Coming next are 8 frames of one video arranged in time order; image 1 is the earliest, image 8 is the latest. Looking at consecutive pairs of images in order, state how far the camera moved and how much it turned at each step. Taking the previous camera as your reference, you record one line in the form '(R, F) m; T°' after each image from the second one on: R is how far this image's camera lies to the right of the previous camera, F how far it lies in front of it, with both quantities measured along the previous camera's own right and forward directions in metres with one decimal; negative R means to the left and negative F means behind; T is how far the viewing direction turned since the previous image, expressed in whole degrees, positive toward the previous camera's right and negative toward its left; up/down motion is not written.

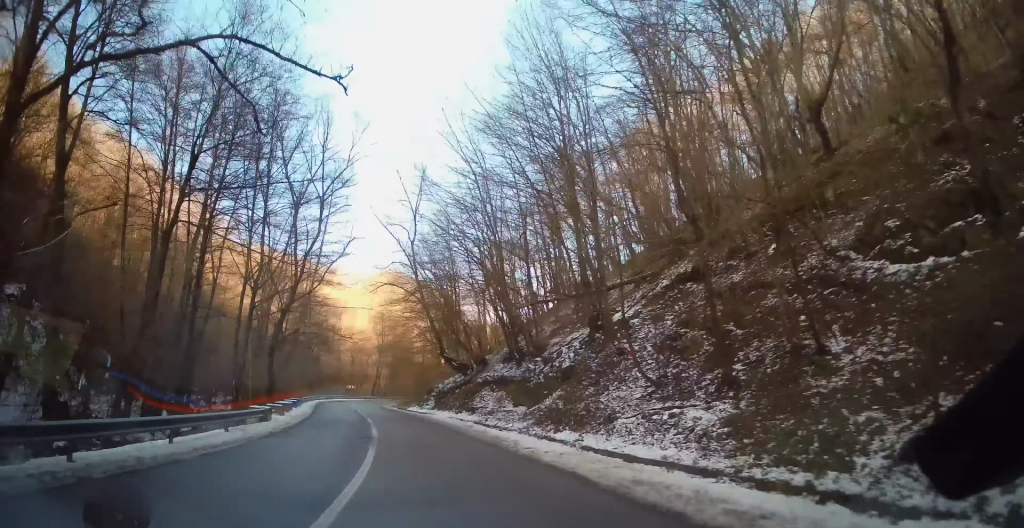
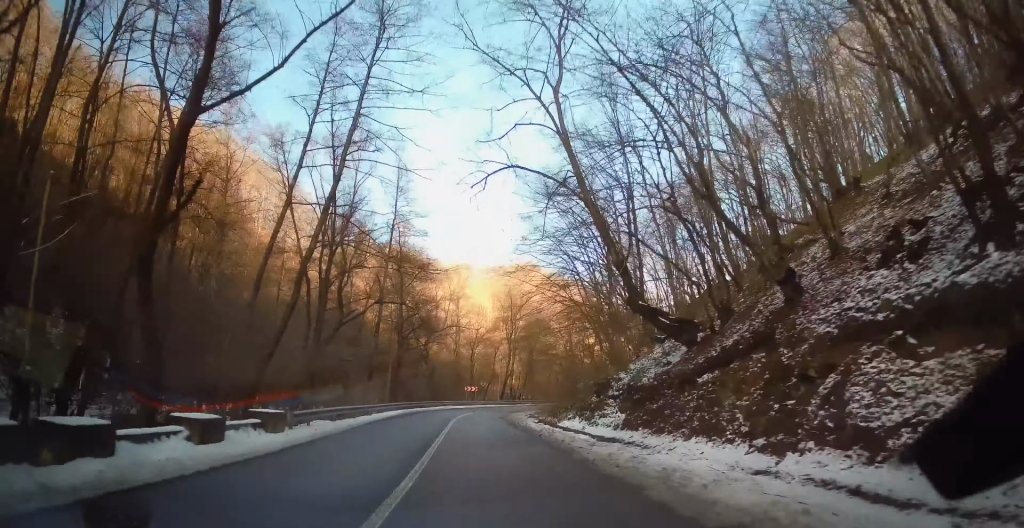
(-3.1, +24.5) m; -11°
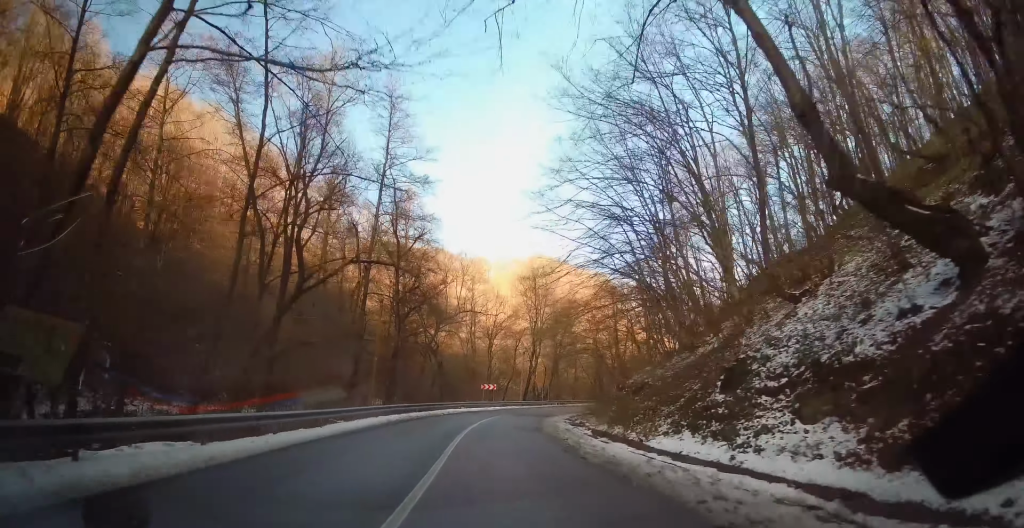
(-0.3, +12.0) m; +1°
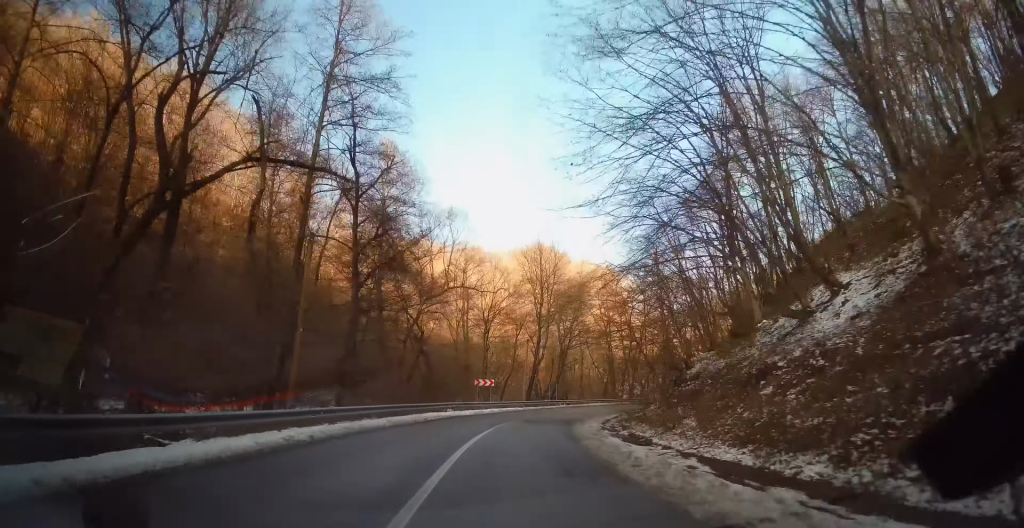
(+0.2, +12.2) m; +3°
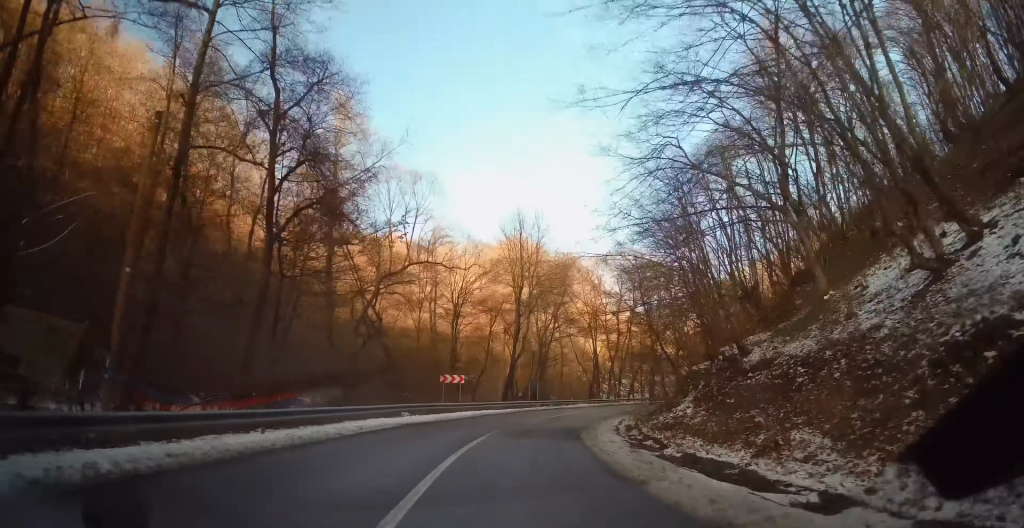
(+0.1, +8.5) m; +3°
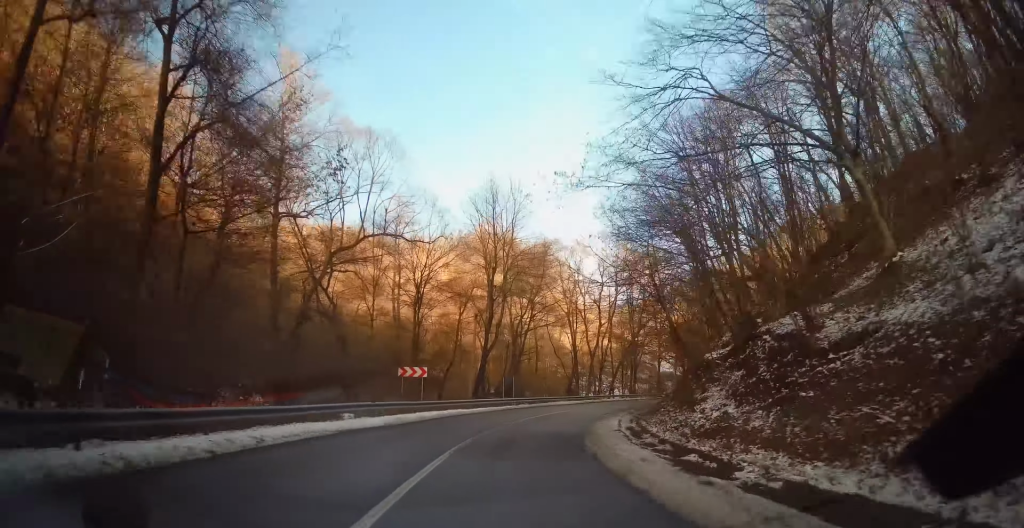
(+0.2, +5.8) m; +3°
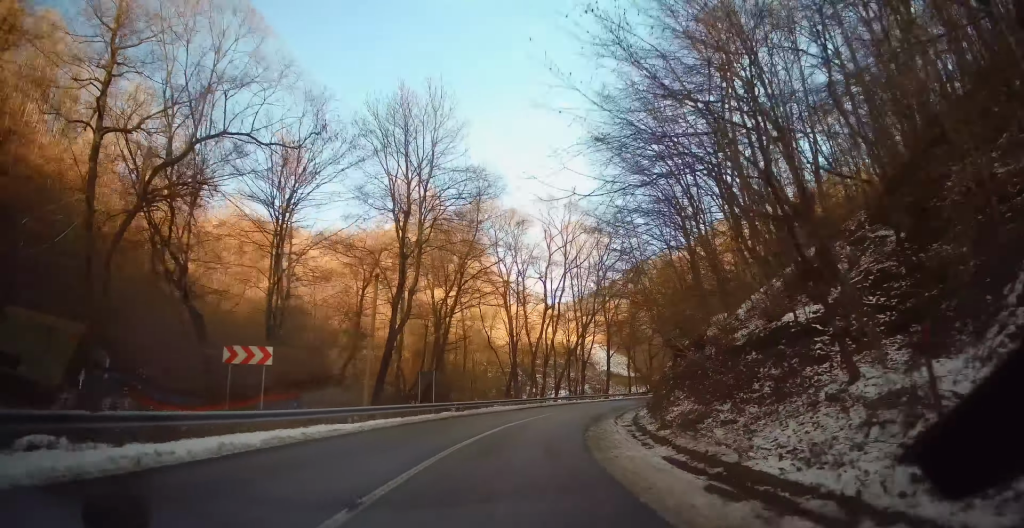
(+0.8, +13.3) m; +8°
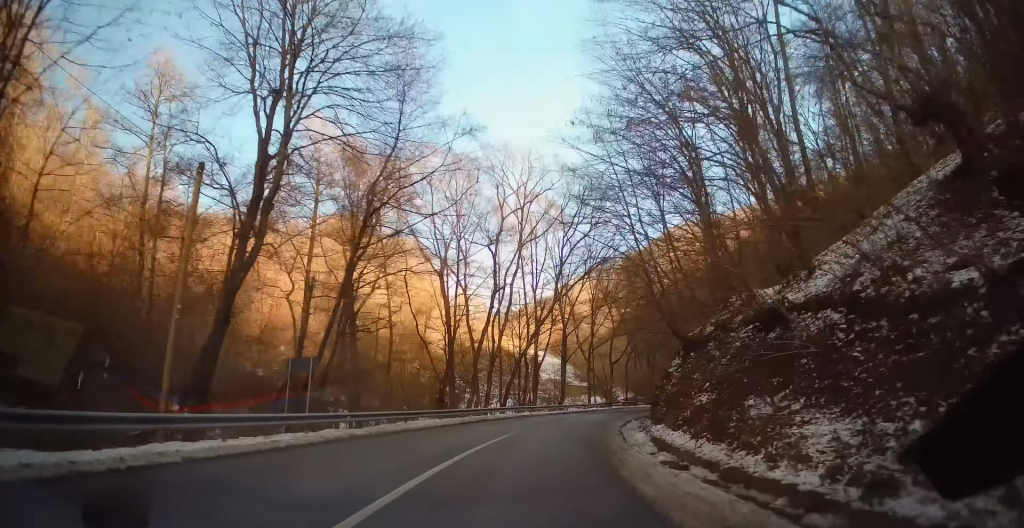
(+0.8, +12.2) m; +7°
